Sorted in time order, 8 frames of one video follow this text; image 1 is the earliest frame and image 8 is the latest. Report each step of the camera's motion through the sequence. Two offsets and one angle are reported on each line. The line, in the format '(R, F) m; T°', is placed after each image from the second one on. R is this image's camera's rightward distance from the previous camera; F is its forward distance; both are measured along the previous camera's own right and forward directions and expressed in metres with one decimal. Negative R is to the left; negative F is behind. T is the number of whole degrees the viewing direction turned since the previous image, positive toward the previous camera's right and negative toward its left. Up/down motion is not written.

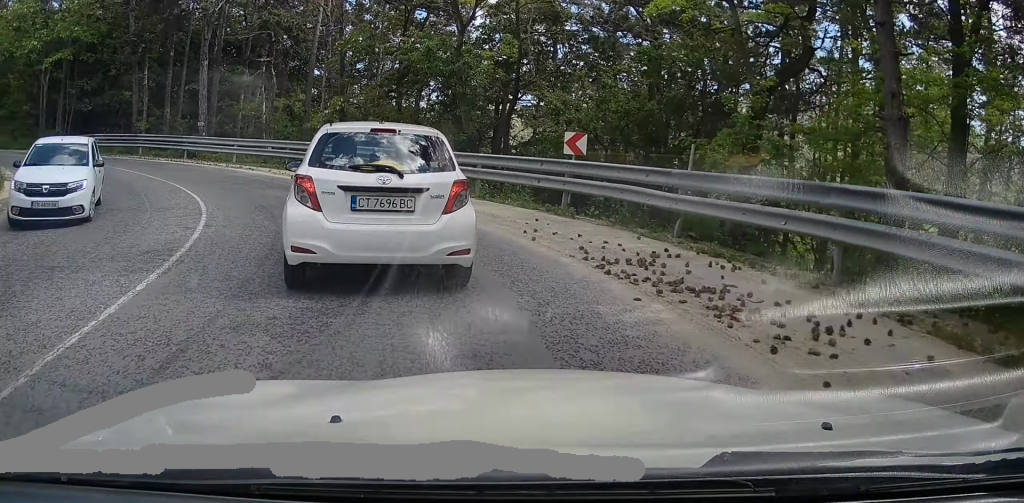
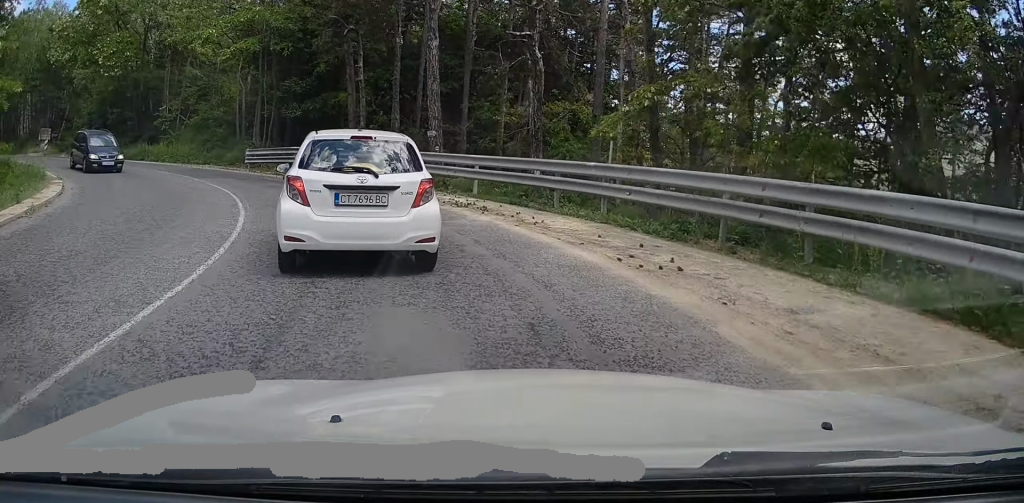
(-3.9, +9.4) m; -41°
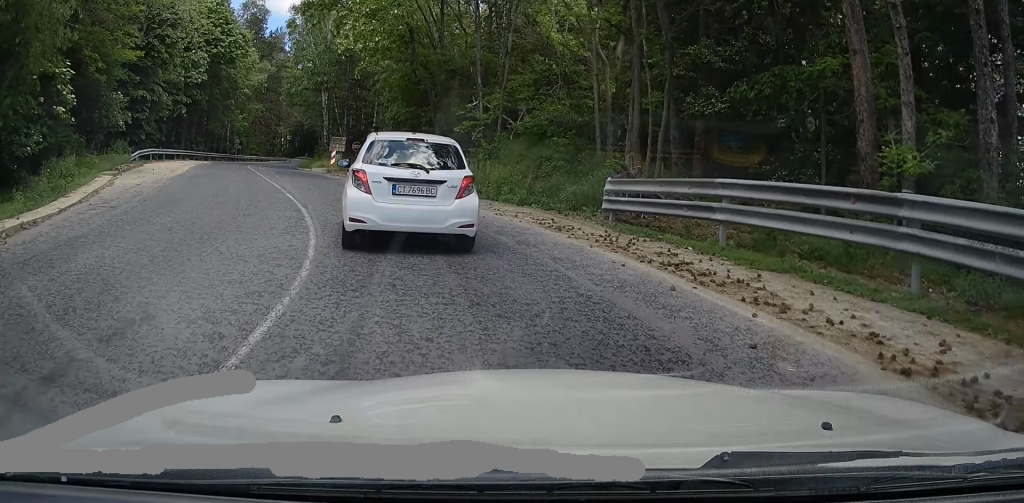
(-4.6, +18.1) m; -24°
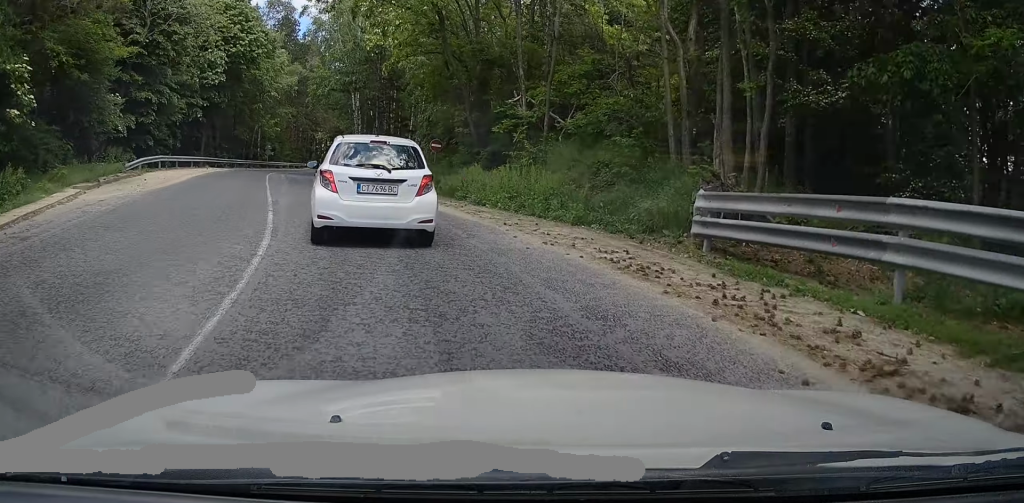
(+0.1, +4.1) m; -3°
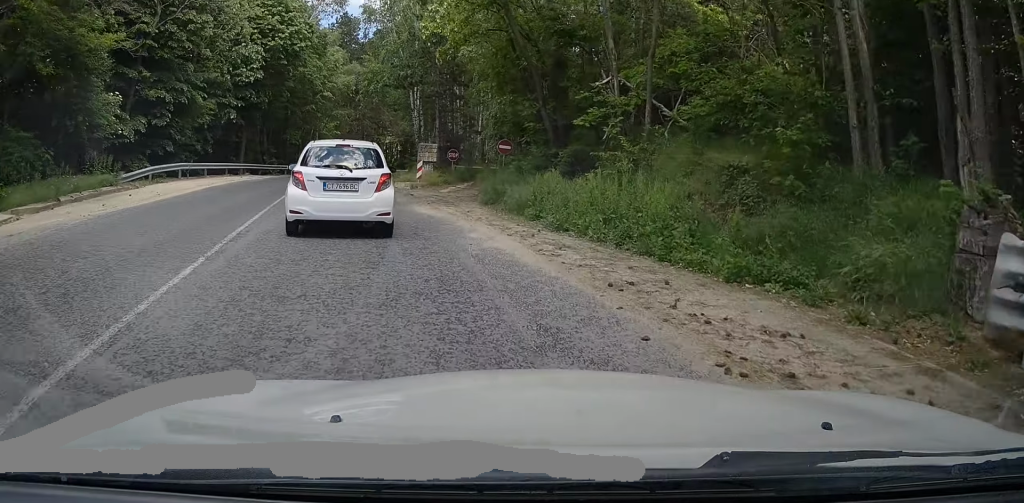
(-0.3, +5.6) m; -7°
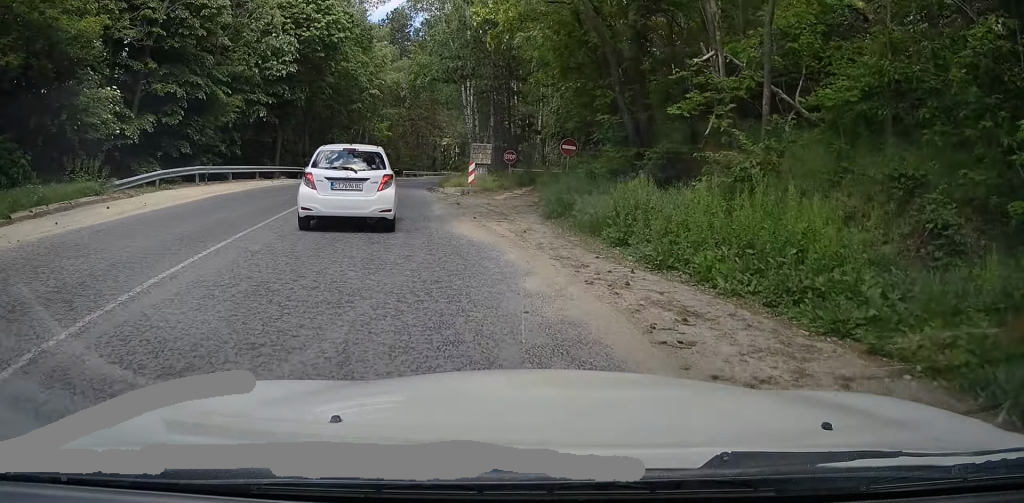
(0.0, +4.1) m; -5°
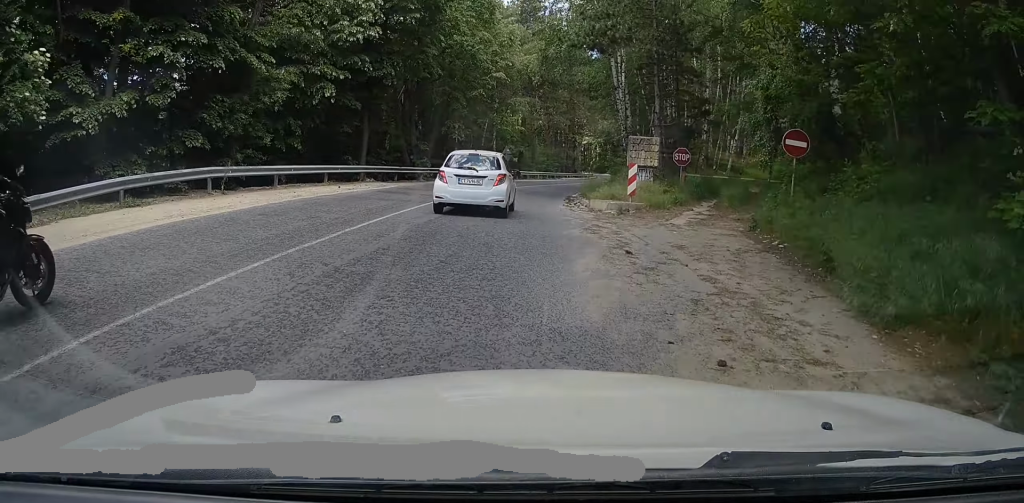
(-0.7, +11.3) m; -3°
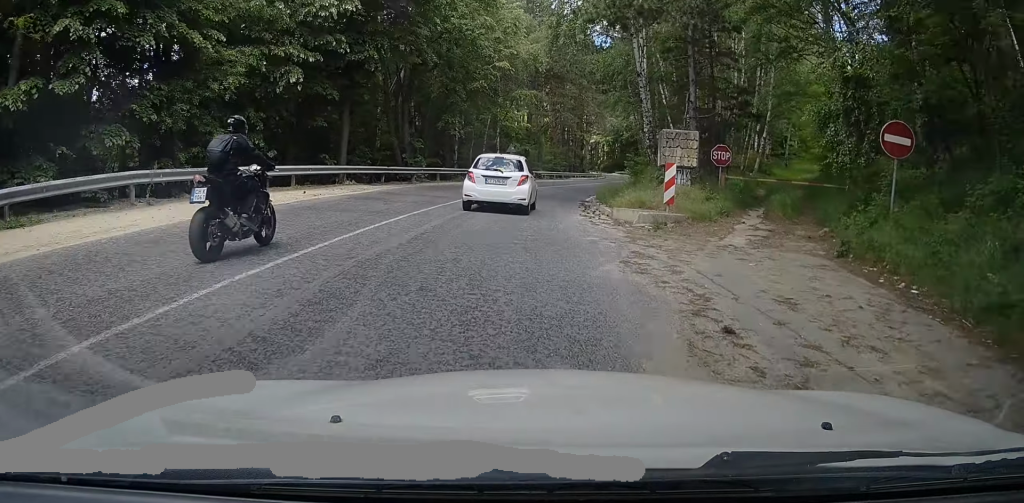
(+0.2, +4.9) m; 0°
